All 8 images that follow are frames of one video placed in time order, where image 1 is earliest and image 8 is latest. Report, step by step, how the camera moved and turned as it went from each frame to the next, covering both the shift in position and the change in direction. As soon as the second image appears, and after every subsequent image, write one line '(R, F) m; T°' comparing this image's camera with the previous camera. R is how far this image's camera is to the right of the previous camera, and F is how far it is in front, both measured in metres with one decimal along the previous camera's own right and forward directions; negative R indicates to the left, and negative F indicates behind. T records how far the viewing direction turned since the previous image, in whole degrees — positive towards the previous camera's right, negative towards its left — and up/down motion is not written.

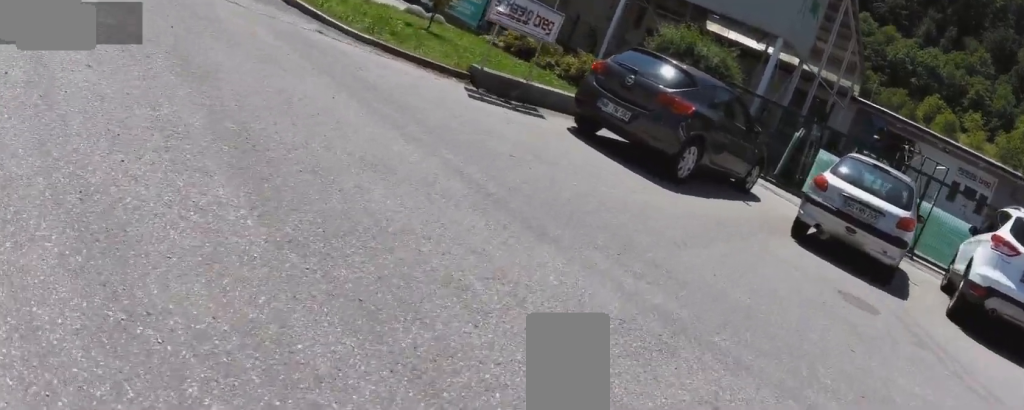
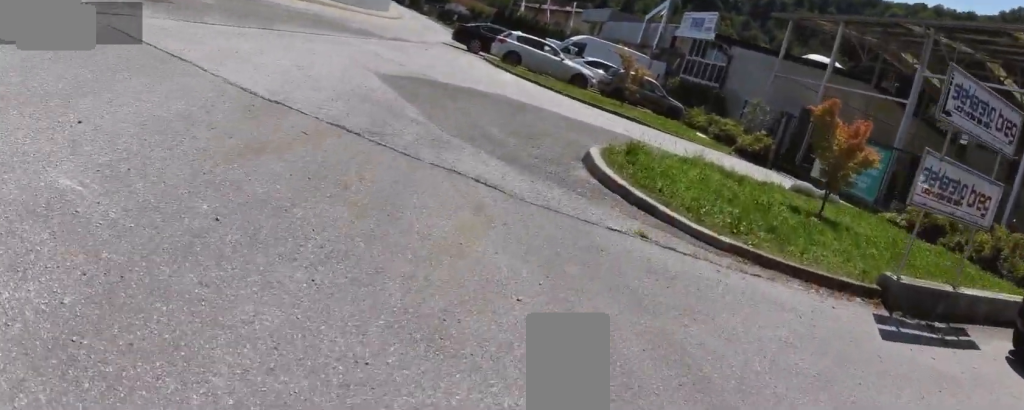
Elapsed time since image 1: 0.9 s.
(-1.4, +3.6) m; -21°
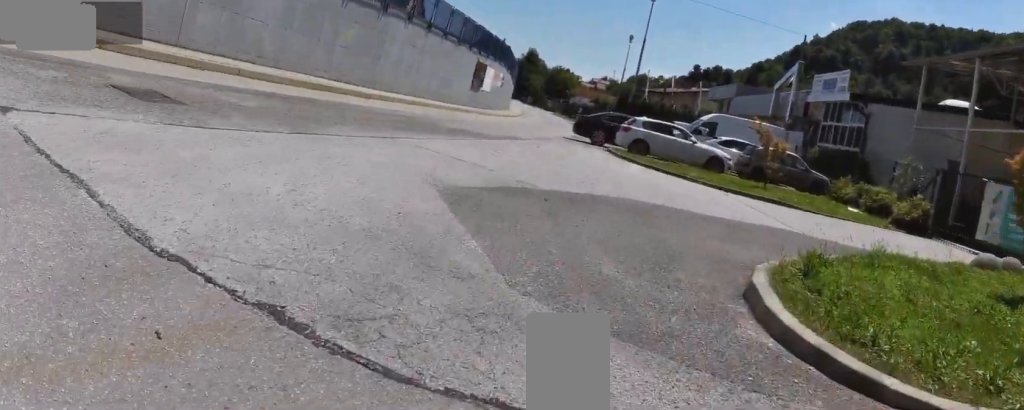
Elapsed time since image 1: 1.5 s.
(-0.2, +2.9) m; -1°
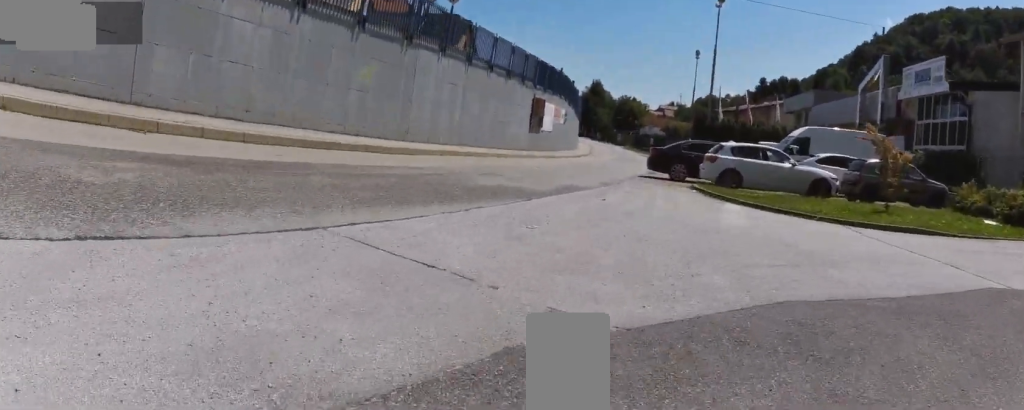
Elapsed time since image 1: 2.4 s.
(+0.3, +5.1) m; +2°
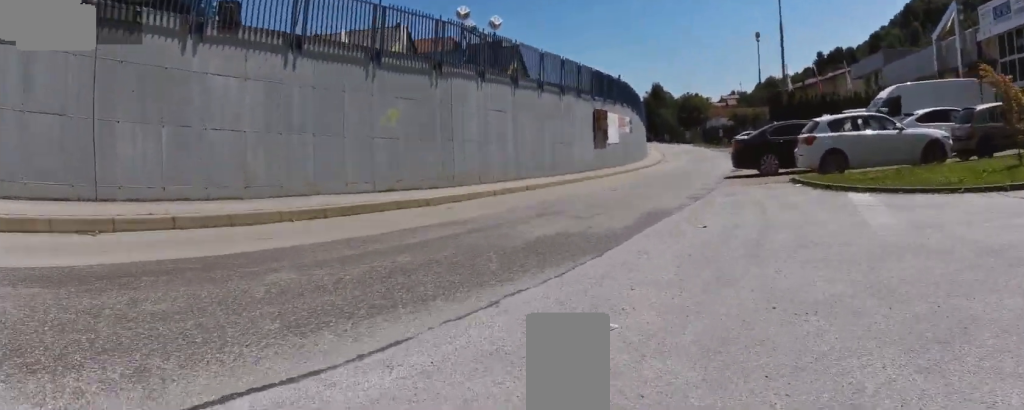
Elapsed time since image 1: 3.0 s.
(+0.1, +3.6) m; -5°
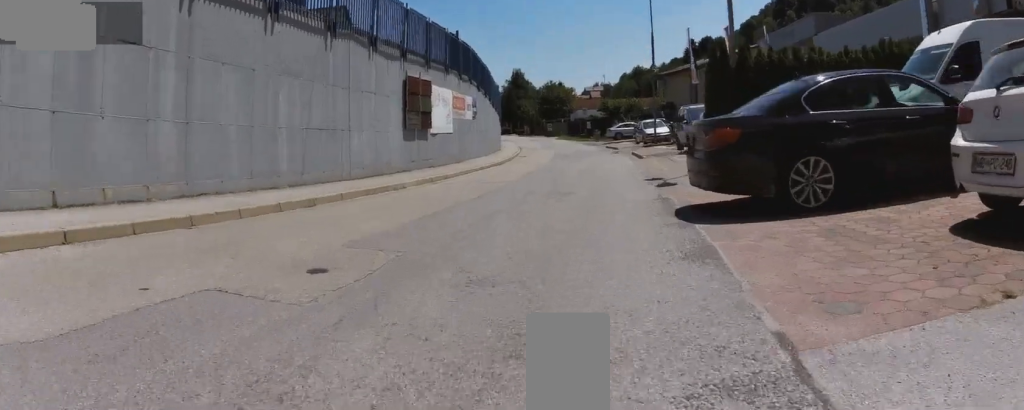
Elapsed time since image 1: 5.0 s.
(-0.5, +14.6) m; +1°
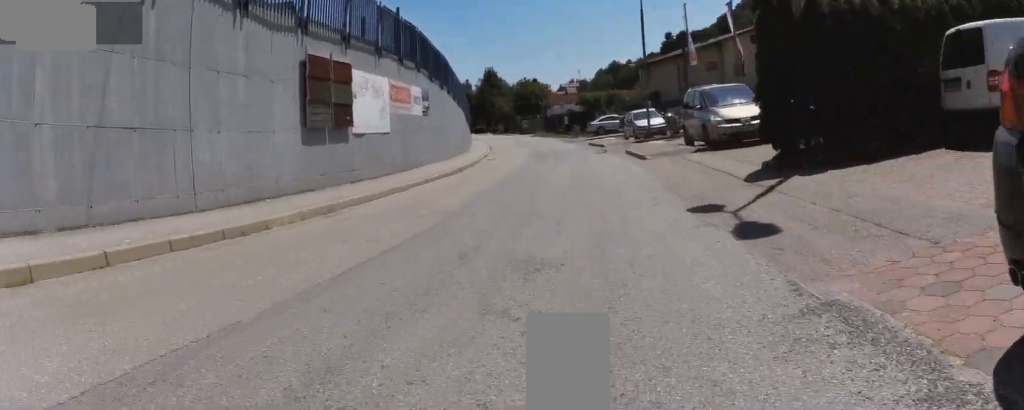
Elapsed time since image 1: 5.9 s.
(0.0, +7.1) m; -3°
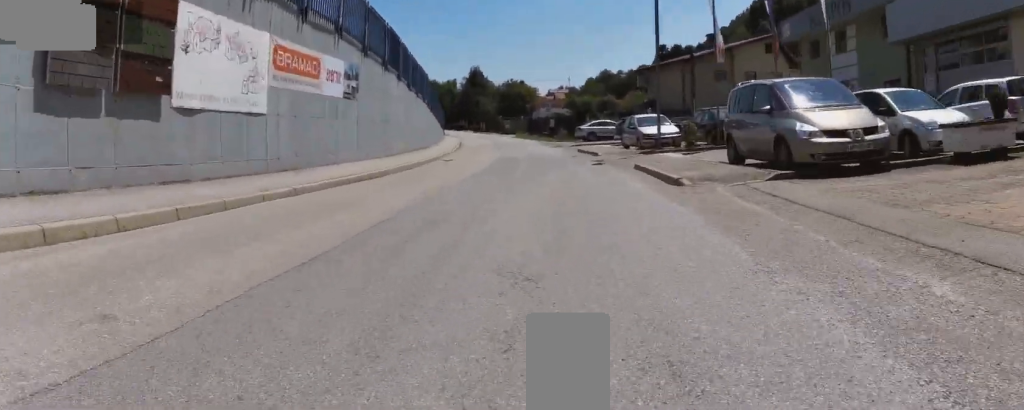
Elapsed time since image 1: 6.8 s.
(-0.5, +8.1) m; -2°
